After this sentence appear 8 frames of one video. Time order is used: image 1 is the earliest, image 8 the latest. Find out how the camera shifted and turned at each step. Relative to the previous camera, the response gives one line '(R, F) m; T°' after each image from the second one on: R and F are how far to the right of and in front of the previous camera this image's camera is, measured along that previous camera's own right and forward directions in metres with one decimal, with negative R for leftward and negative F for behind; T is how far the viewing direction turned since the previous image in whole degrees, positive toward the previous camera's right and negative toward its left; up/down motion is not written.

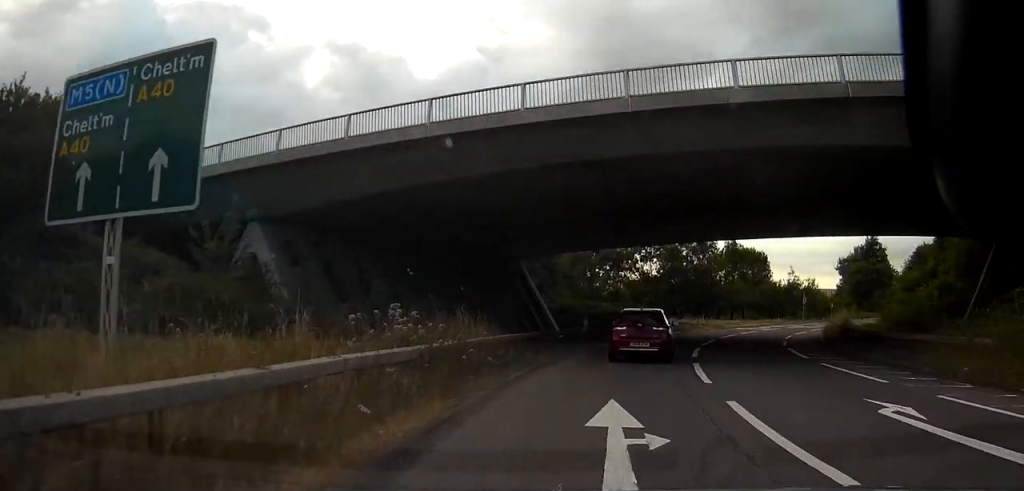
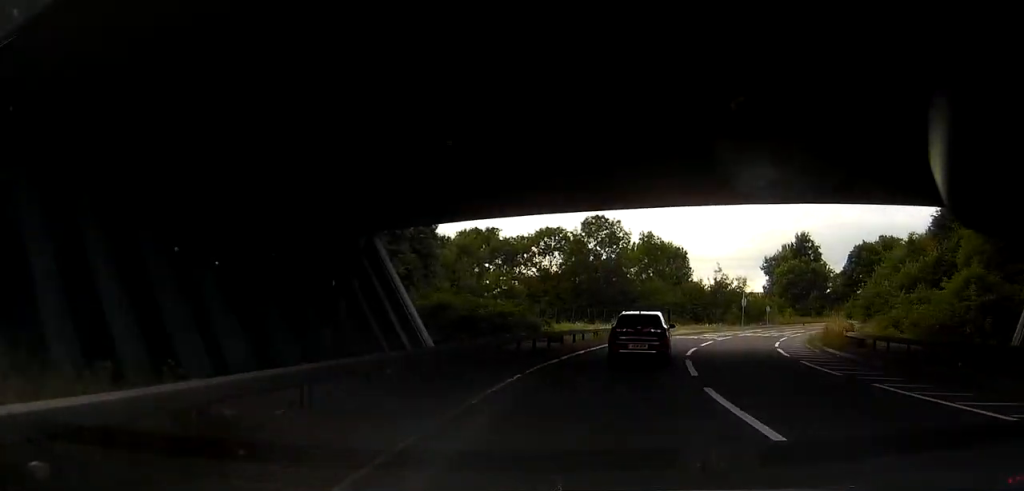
(0.0, +14.6) m; +1°
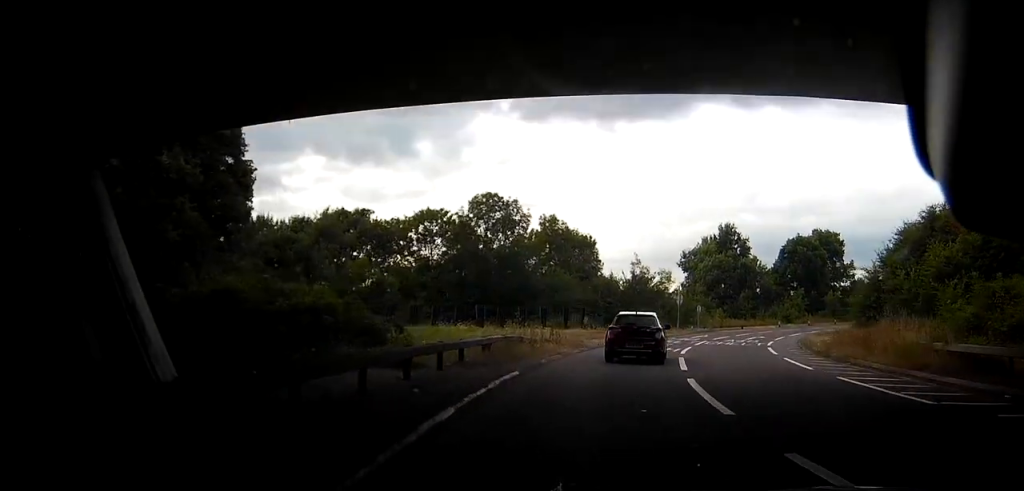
(+0.3, +14.8) m; +7°
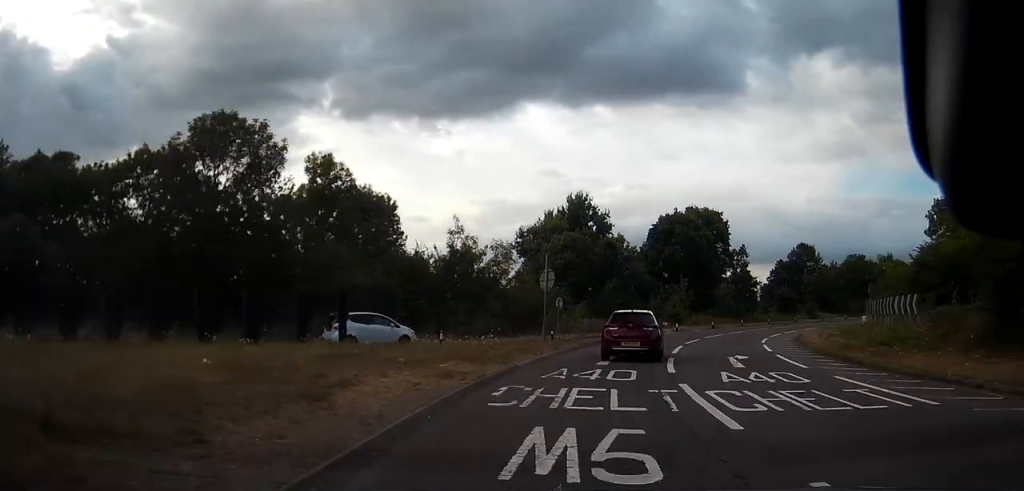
(+5.6, +24.9) m; +22°
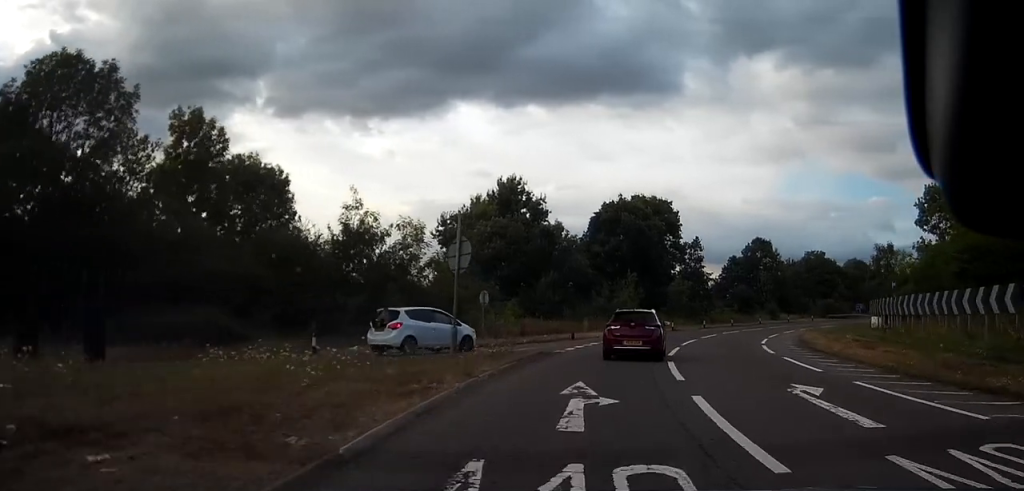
(+0.1, +10.6) m; +3°
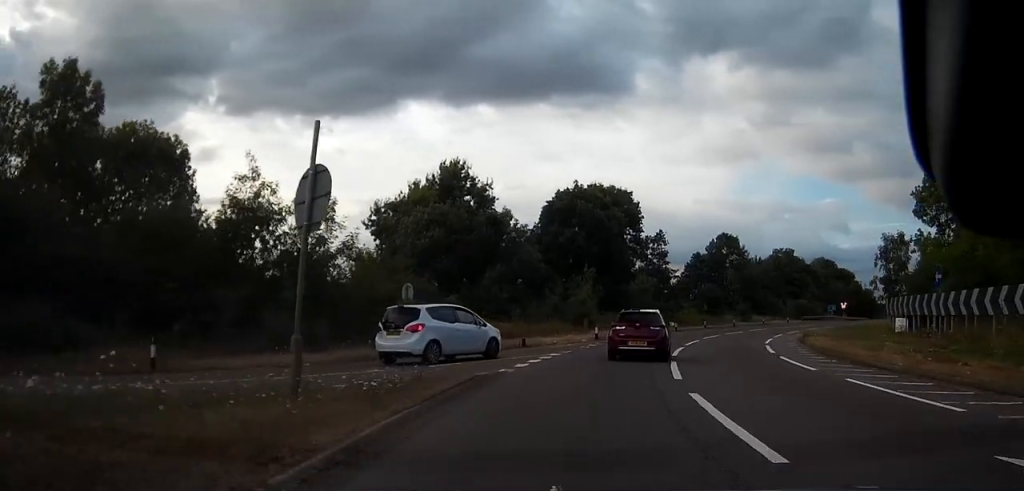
(+0.2, +7.9) m; +3°
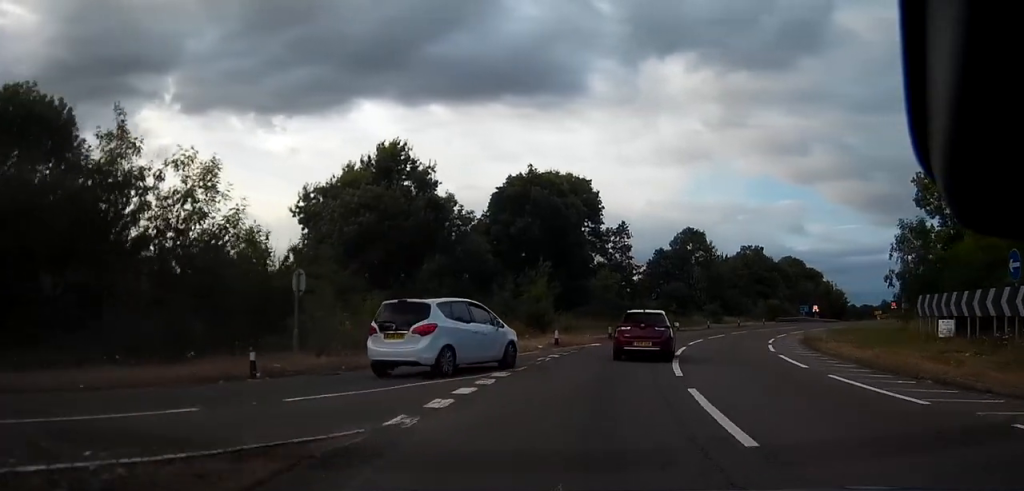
(+0.2, +7.3) m; +3°
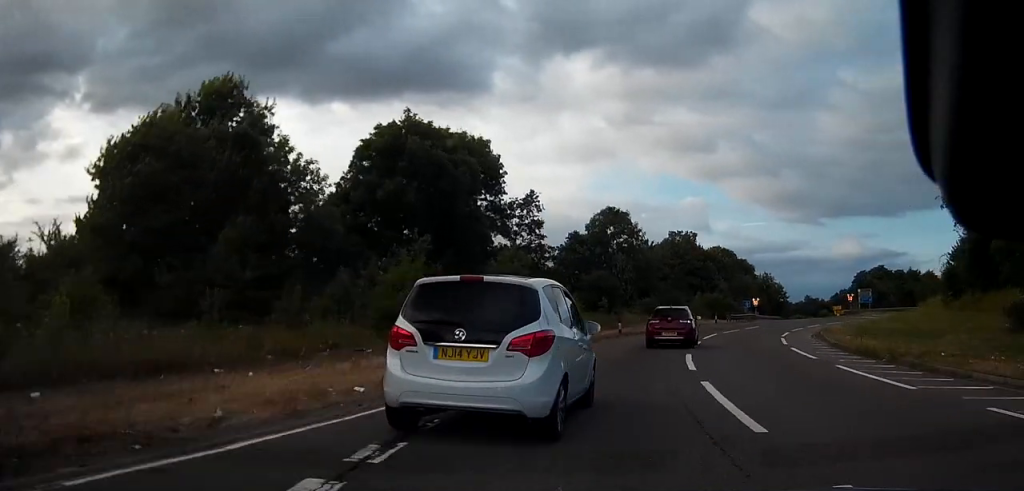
(+1.2, +17.9) m; +7°
